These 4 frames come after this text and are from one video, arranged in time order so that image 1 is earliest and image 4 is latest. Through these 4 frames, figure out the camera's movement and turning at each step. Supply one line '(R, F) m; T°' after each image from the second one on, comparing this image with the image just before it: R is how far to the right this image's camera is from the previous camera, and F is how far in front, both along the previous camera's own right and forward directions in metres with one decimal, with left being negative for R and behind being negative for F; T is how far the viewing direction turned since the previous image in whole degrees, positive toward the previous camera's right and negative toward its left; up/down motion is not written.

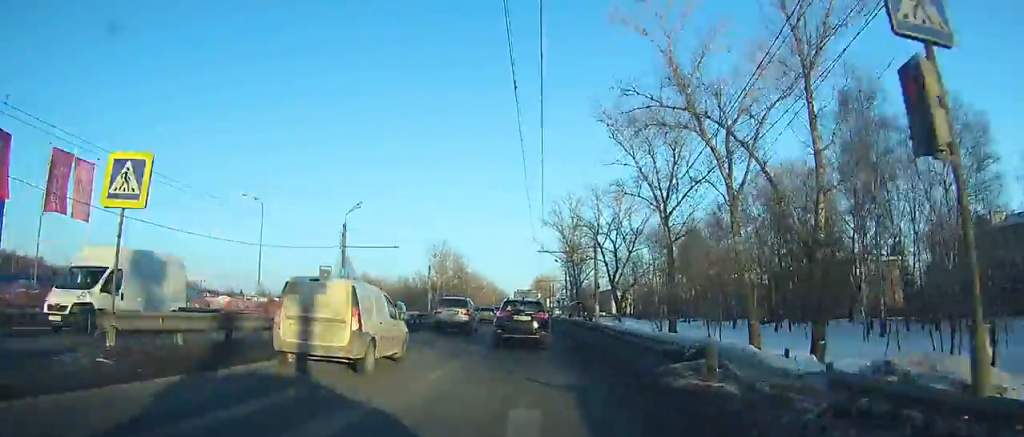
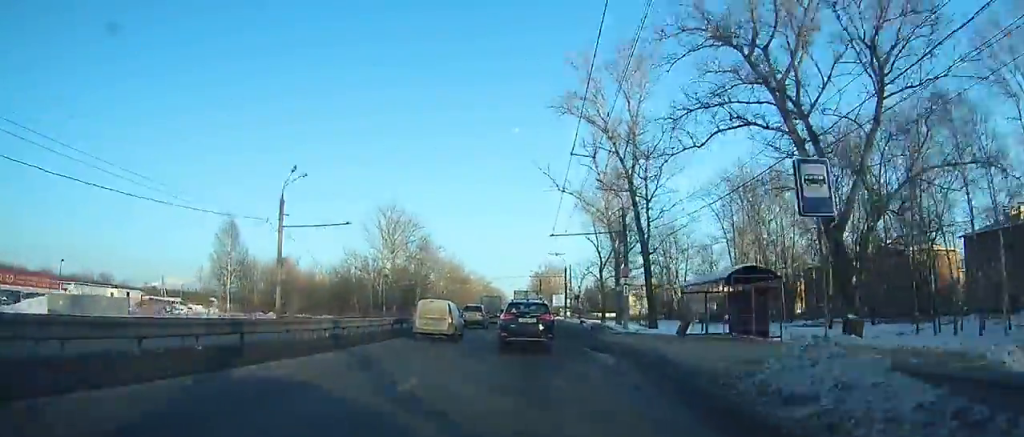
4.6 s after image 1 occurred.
(+0.4, +64.5) m; 0°
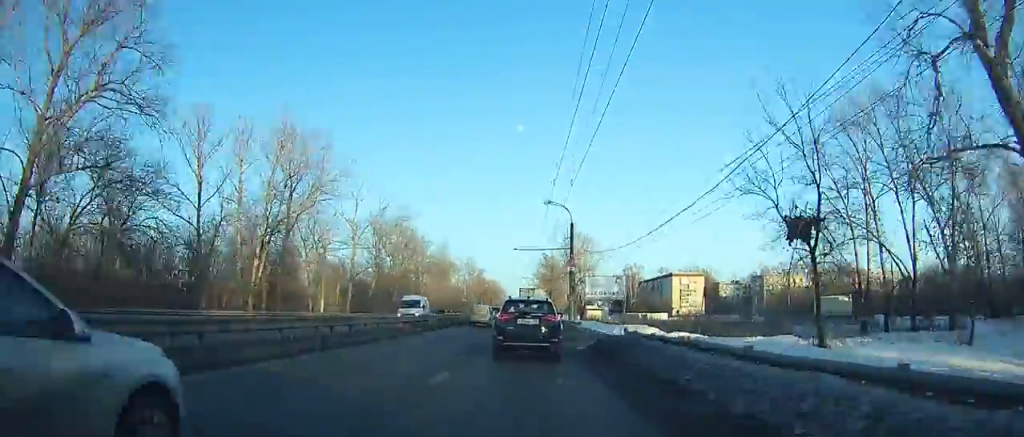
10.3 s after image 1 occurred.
(-0.4, +81.4) m; 0°
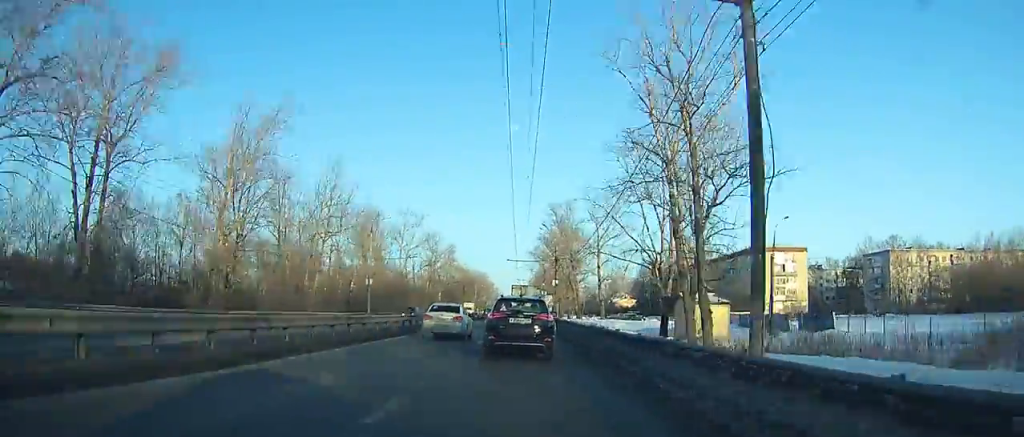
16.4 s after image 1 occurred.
(0.0, +87.5) m; 0°
